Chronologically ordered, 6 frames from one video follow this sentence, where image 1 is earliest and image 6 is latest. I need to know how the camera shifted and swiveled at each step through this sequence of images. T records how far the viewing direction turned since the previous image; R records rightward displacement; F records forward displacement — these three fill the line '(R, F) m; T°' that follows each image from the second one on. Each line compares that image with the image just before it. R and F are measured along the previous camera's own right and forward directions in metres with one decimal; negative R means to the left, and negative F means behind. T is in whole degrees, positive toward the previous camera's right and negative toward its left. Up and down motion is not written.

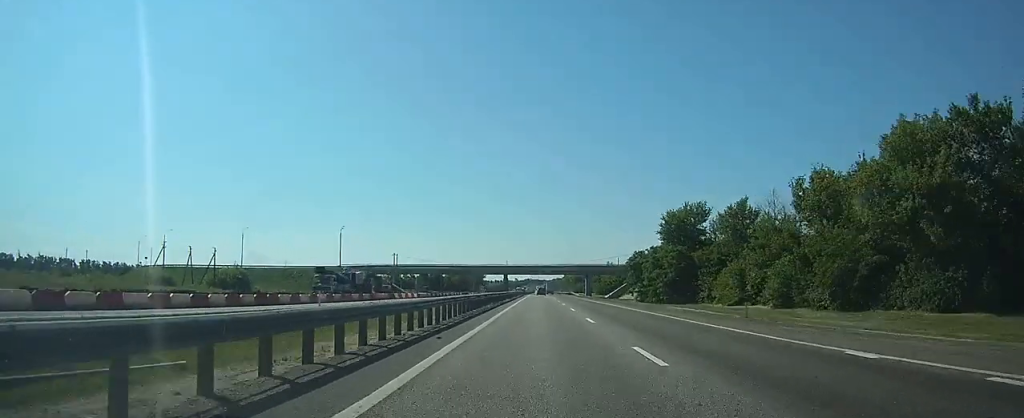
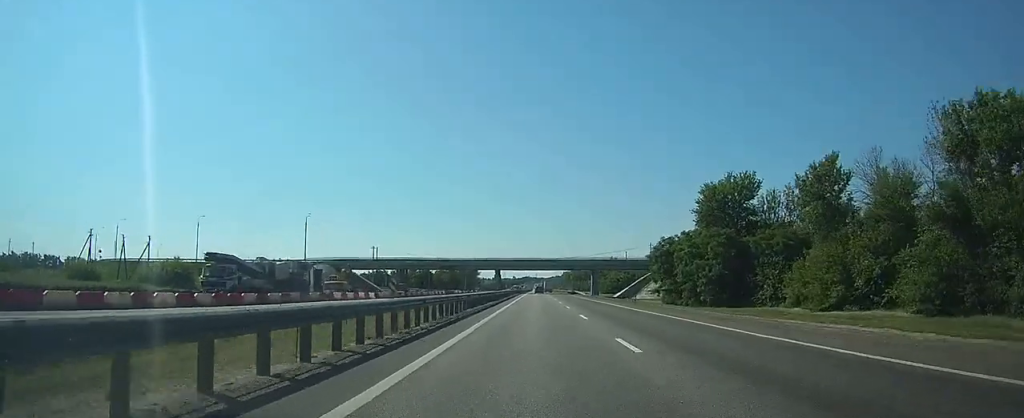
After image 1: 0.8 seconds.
(+0.1, +22.3) m; 0°
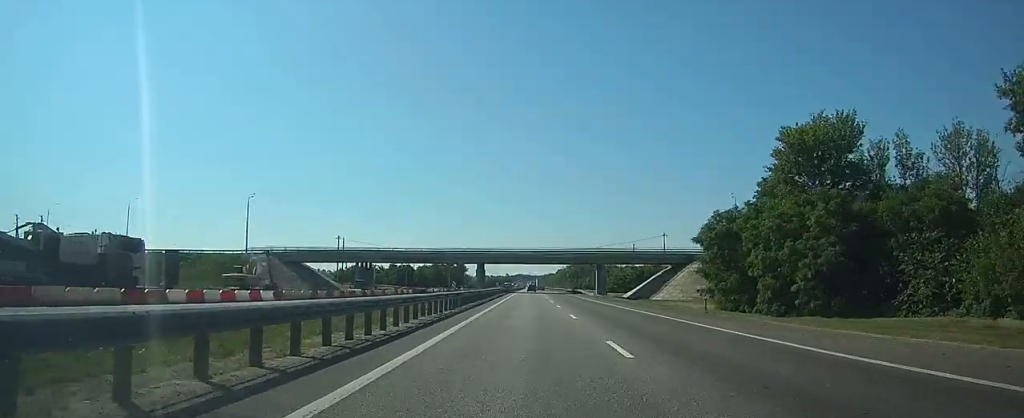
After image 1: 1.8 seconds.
(+0.1, +25.1) m; 0°
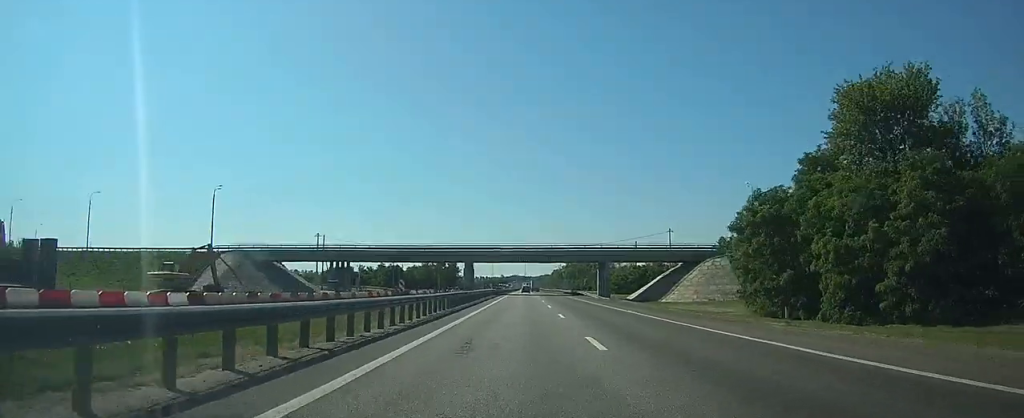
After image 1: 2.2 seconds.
(0.0, +10.7) m; 0°
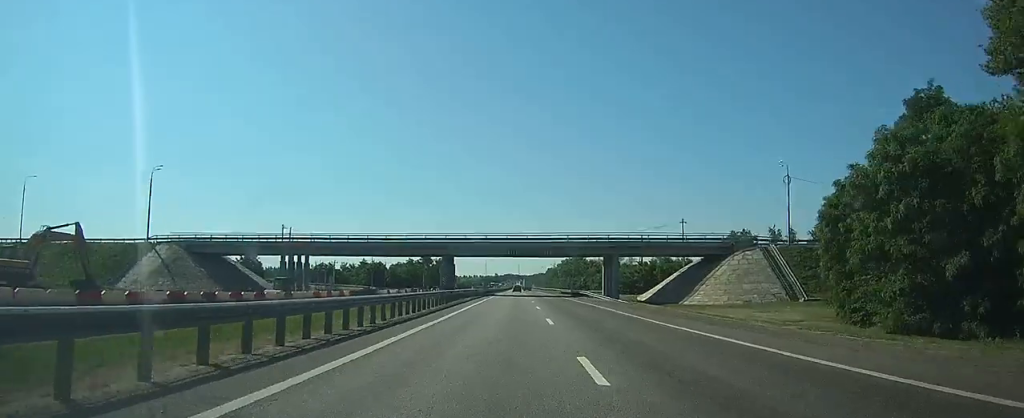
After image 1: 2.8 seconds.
(+0.1, +16.2) m; 0°
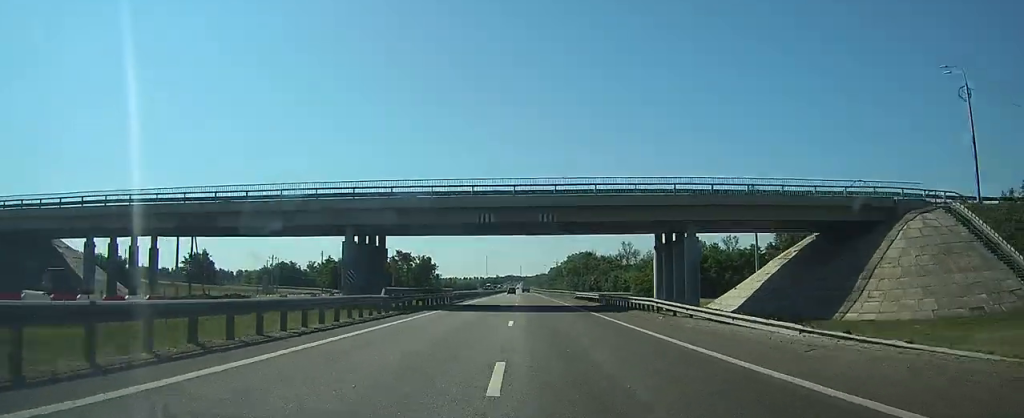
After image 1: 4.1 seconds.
(+0.2, +36.9) m; 0°
